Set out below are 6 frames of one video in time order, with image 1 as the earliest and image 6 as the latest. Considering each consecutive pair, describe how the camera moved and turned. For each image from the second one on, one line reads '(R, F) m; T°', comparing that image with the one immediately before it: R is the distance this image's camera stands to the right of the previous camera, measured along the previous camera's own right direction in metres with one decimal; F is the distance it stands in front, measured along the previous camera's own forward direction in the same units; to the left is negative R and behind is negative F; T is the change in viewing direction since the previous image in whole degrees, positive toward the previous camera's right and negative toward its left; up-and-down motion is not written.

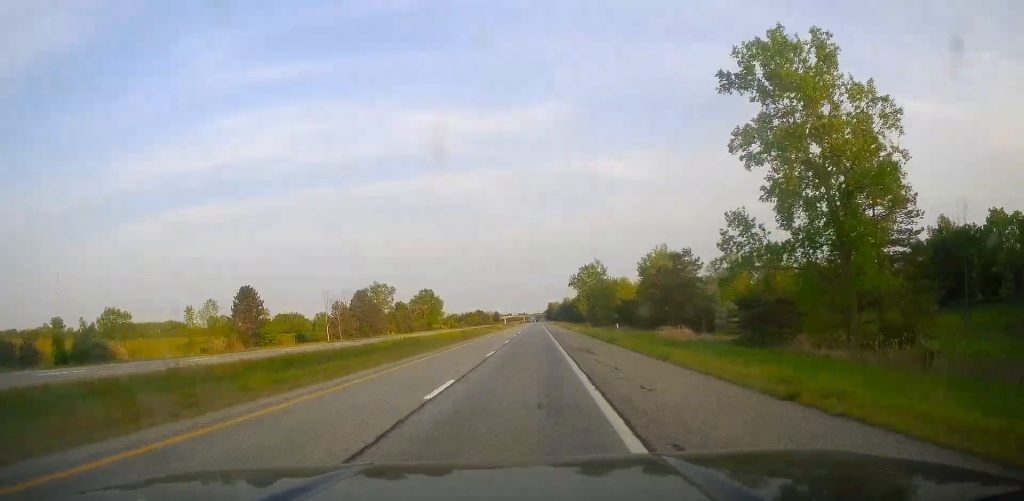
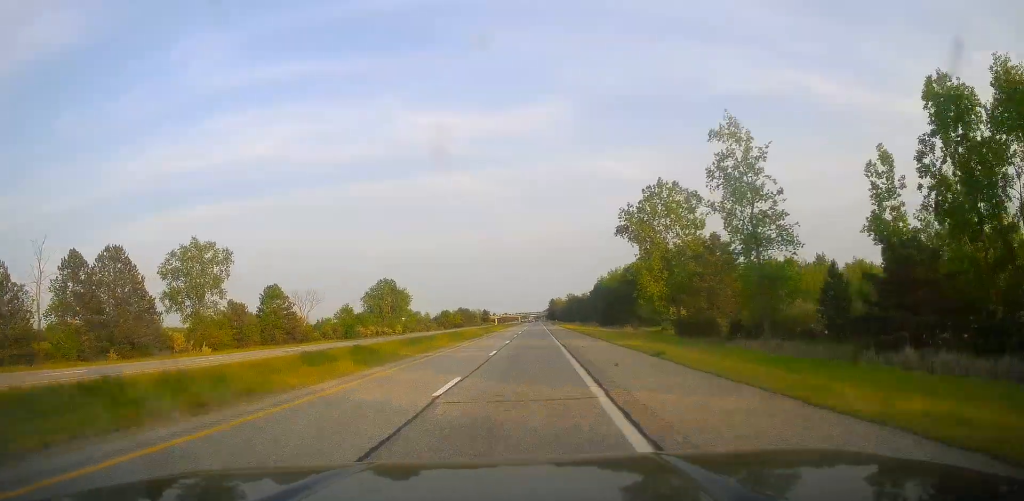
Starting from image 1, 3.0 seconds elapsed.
(-0.1, +107.1) m; 0°
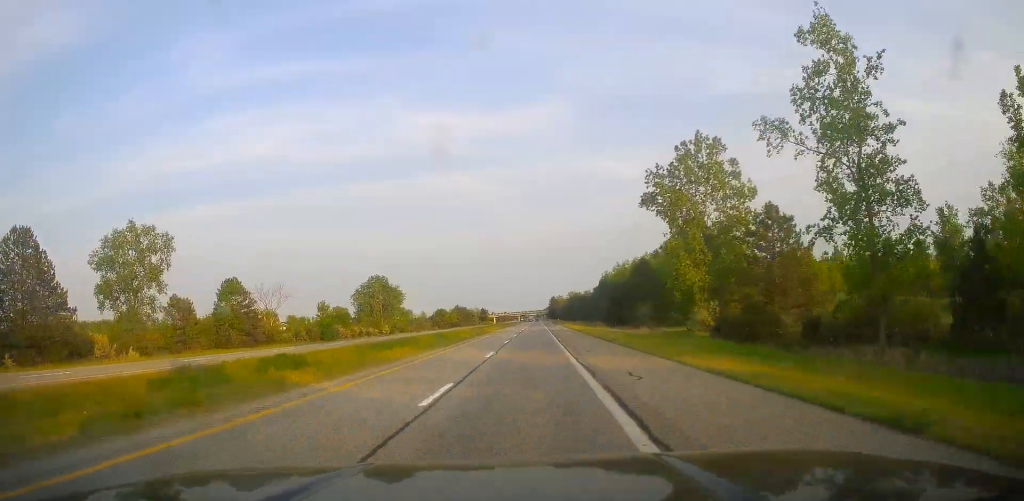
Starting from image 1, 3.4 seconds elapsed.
(-0.1, +16.9) m; 0°
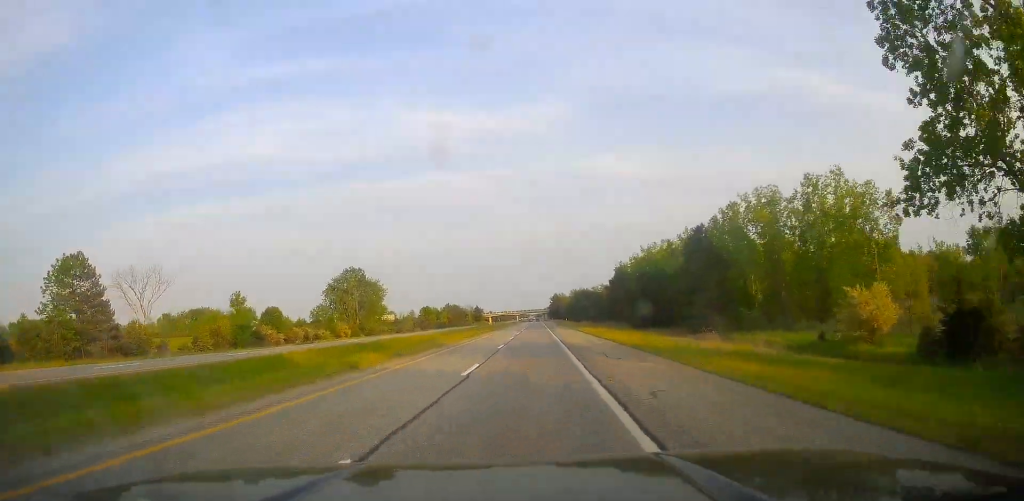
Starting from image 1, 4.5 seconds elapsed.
(+0.4, +39.8) m; +1°
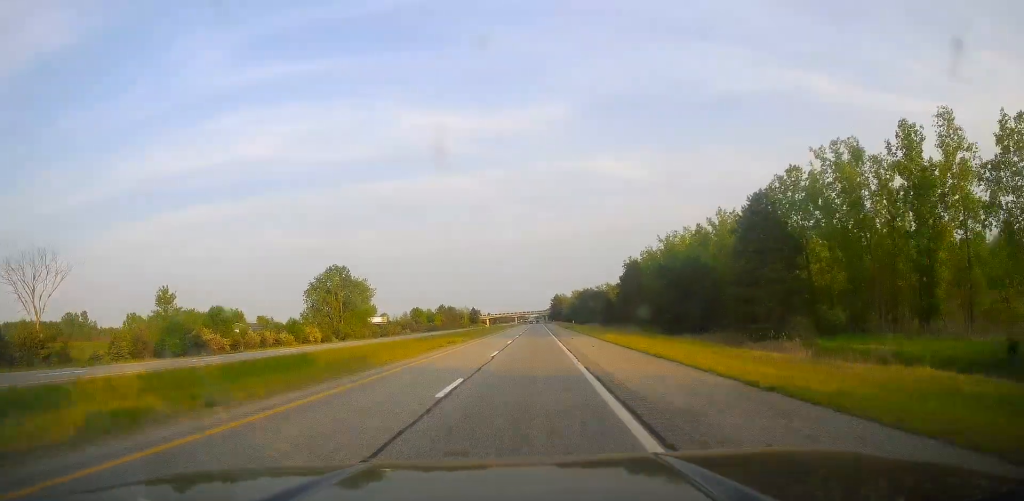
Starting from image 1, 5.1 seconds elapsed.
(+0.2, +20.5) m; 0°
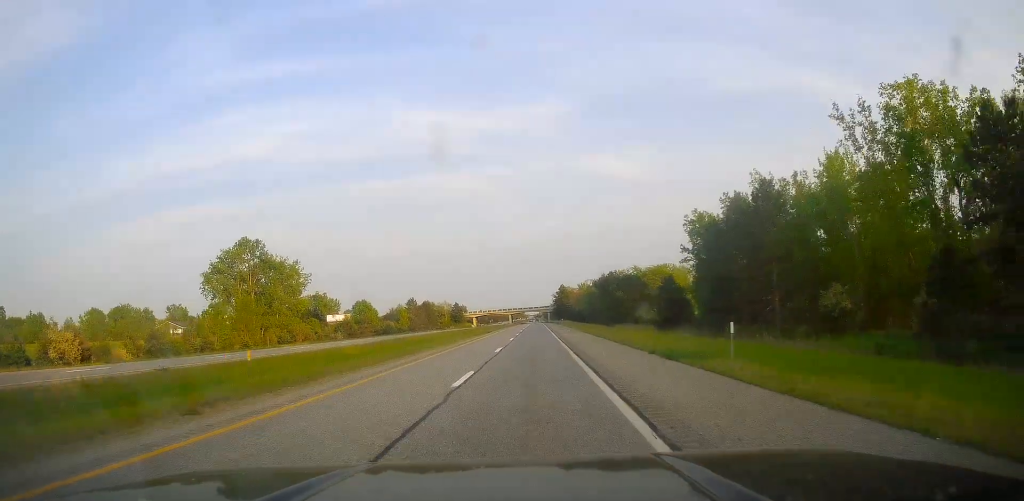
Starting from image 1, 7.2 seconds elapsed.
(-0.7, +74.2) m; 0°
